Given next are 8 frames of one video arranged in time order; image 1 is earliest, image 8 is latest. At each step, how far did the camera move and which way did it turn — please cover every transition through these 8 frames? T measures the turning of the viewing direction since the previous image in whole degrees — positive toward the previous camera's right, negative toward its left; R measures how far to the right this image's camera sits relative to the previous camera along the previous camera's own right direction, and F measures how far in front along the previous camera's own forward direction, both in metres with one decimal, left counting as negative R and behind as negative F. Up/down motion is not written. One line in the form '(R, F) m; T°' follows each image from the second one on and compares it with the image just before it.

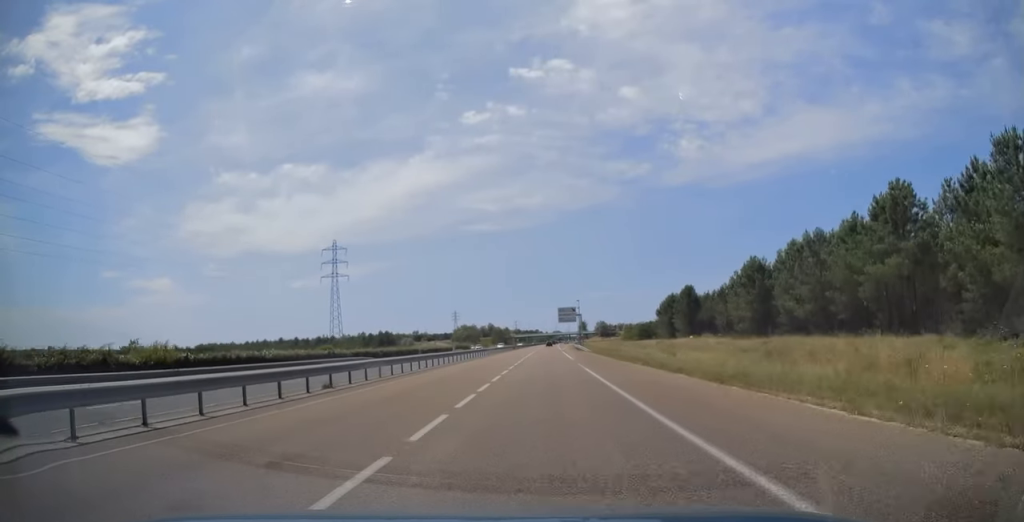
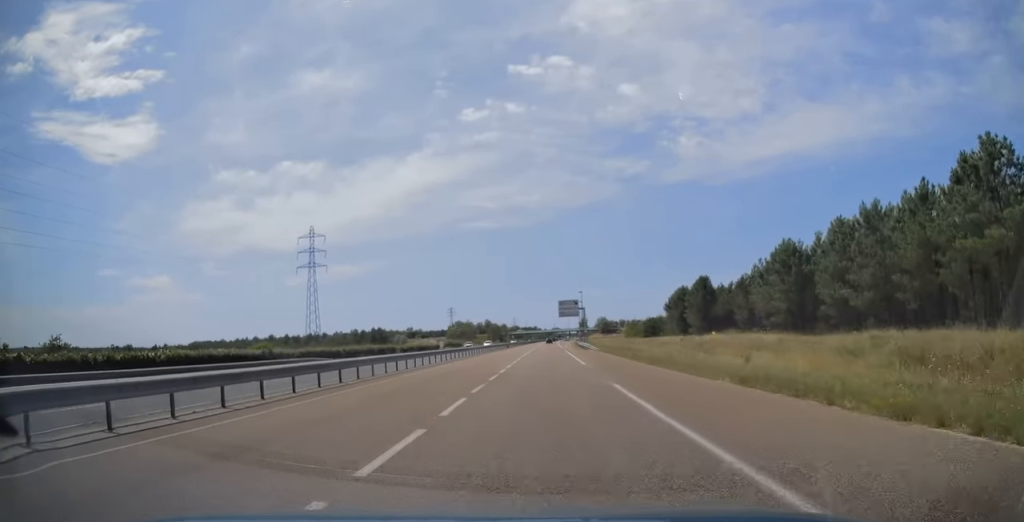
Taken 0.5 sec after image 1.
(-0.2, +15.0) m; 0°
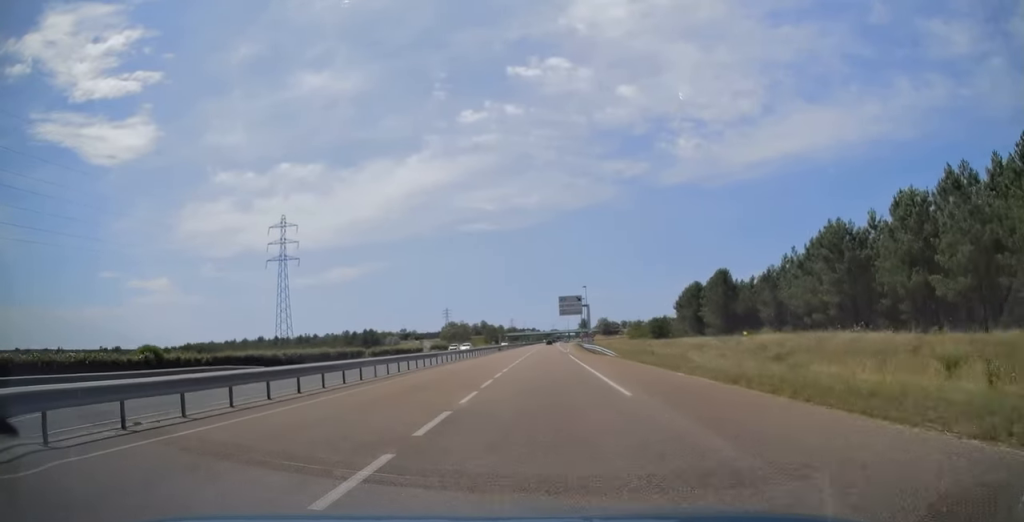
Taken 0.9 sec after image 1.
(-0.2, +15.5) m; 0°
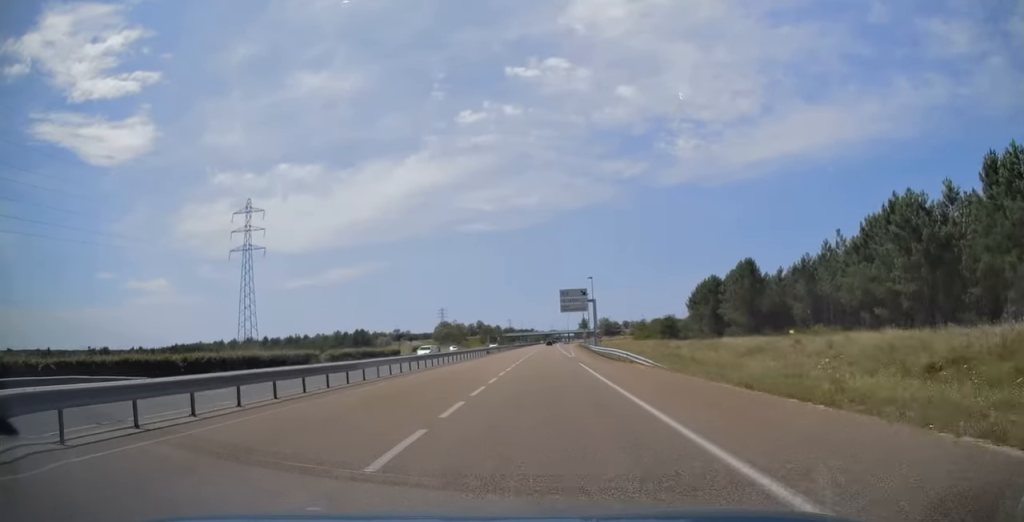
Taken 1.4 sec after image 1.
(+0.2, +15.5) m; 0°
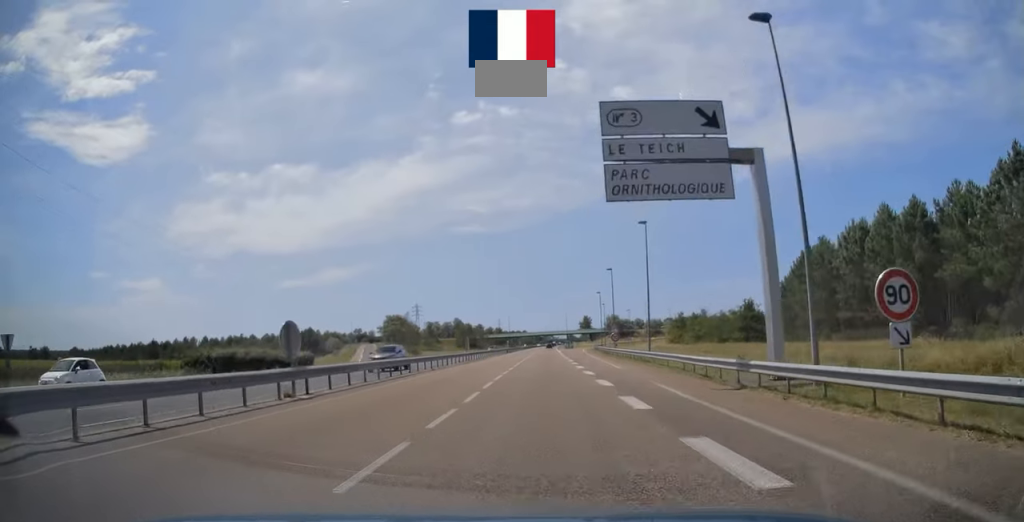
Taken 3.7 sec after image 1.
(+0.4, +71.3) m; 0°
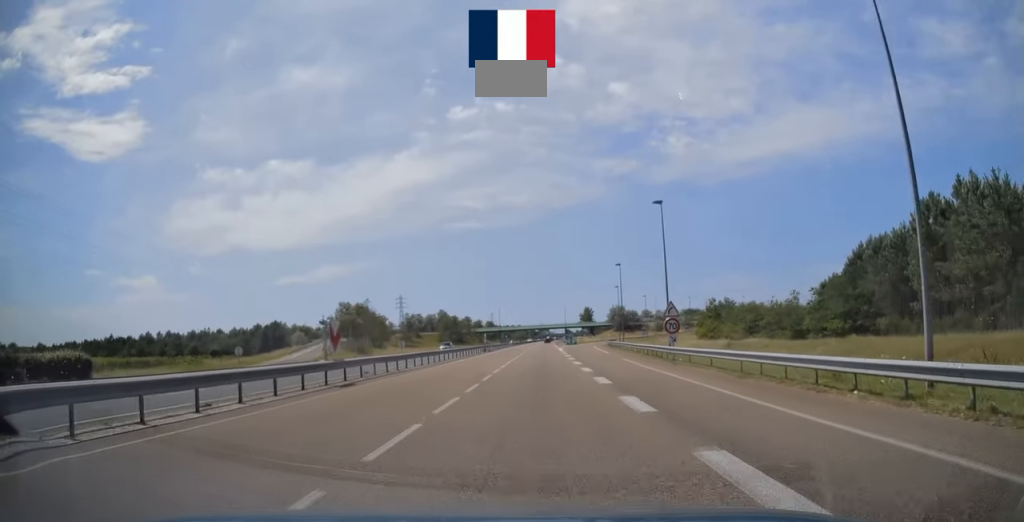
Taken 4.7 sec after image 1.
(0.0, +33.8) m; +1°
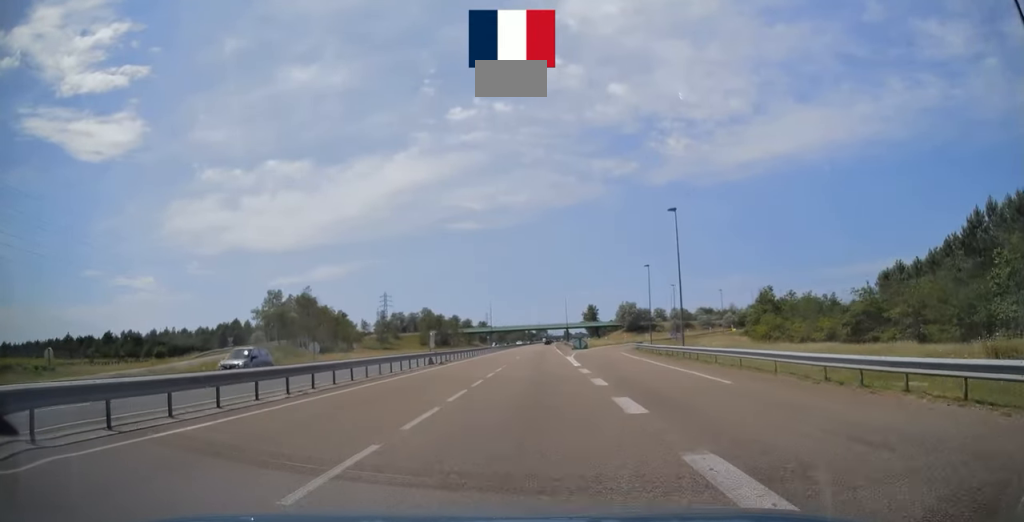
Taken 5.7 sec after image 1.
(+0.4, +32.7) m; 0°
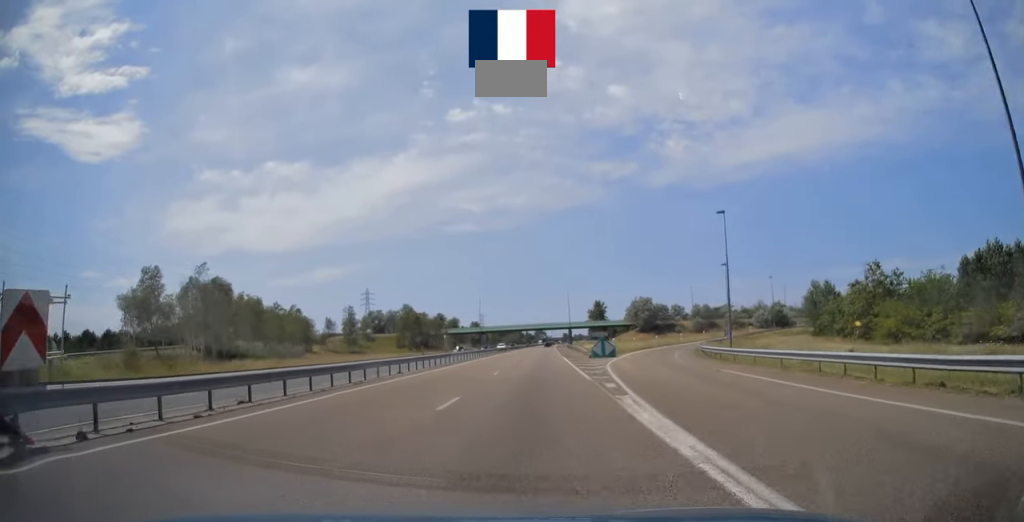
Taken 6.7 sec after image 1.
(-0.3, +32.2) m; 0°
